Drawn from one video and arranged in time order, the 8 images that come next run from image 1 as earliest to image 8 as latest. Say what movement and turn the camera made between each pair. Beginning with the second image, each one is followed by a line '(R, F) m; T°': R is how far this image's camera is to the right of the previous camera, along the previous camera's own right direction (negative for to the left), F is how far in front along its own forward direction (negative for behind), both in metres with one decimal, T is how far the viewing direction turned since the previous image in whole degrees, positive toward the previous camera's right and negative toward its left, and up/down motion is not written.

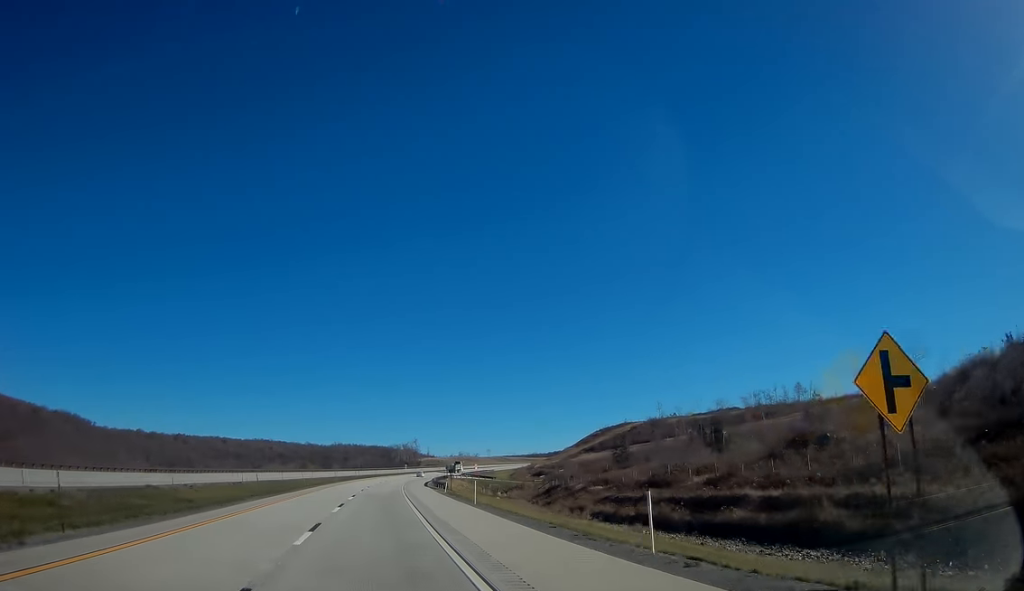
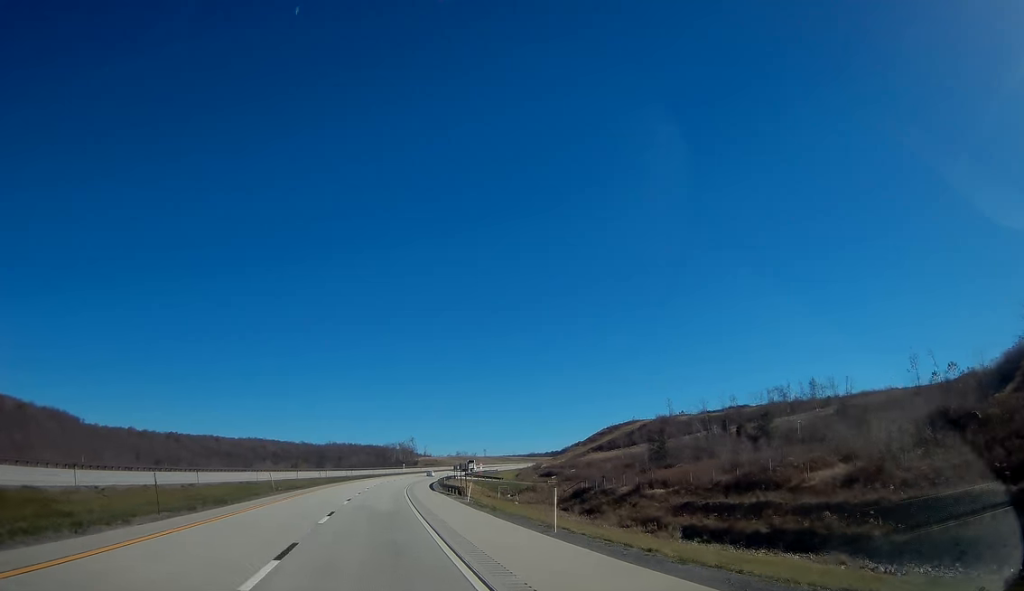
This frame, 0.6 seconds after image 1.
(-0.1, +18.2) m; 0°
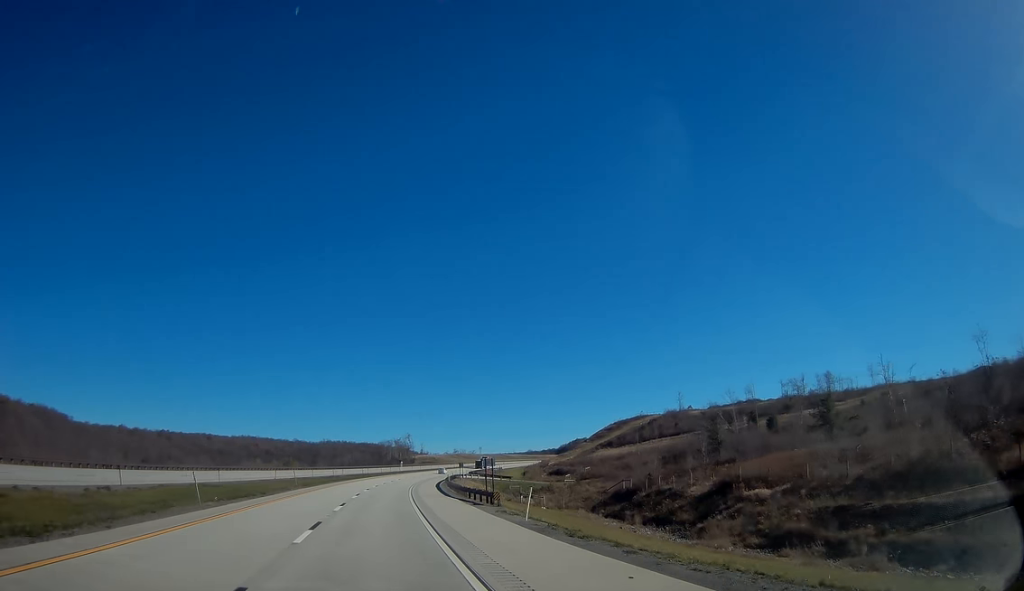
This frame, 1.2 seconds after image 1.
(0.0, +18.1) m; 0°
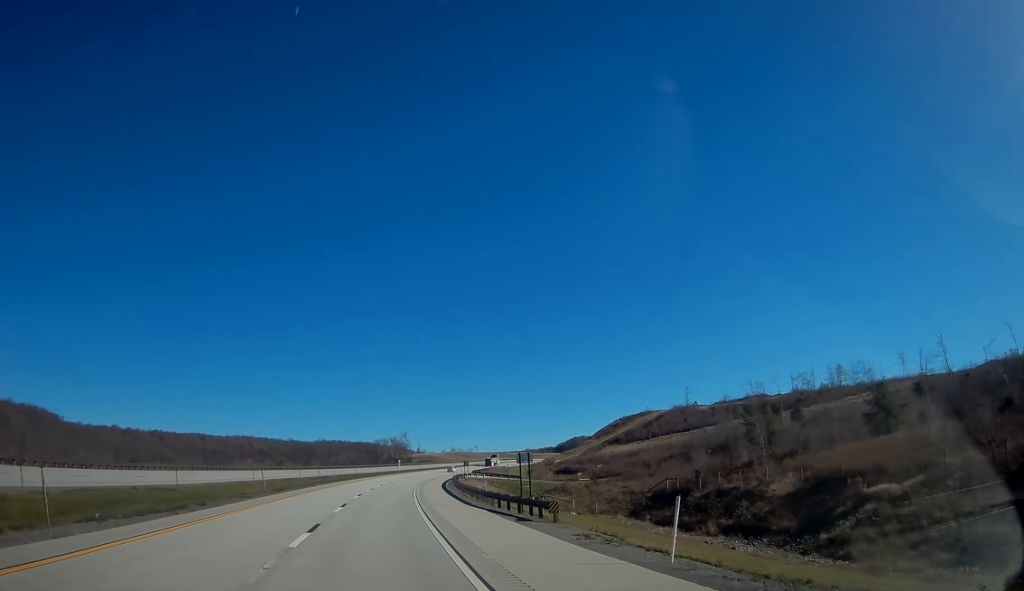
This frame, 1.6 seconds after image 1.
(0.0, +13.1) m; 0°
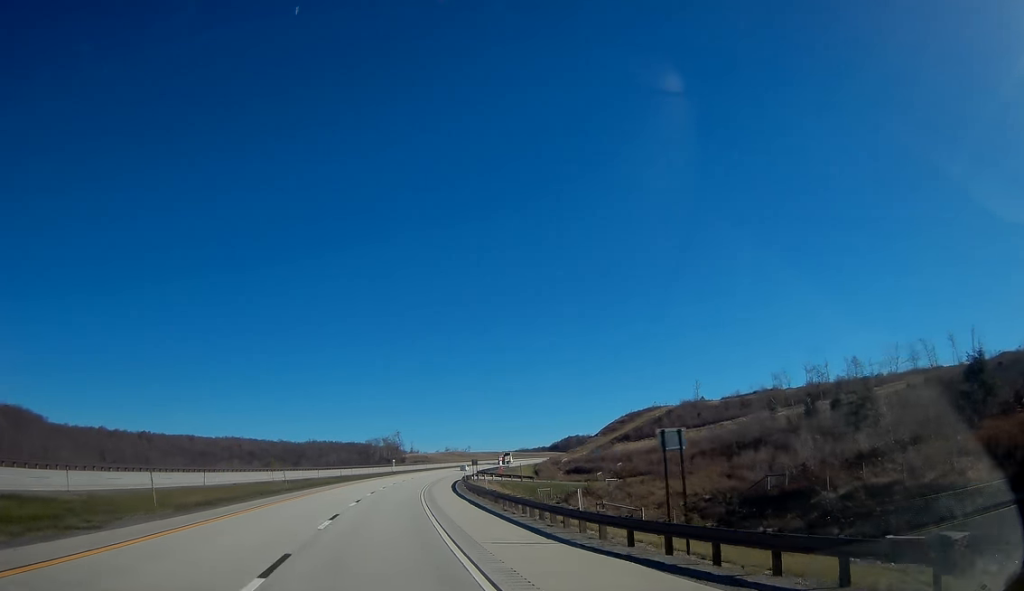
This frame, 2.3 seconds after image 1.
(+0.1, +19.1) m; +1°
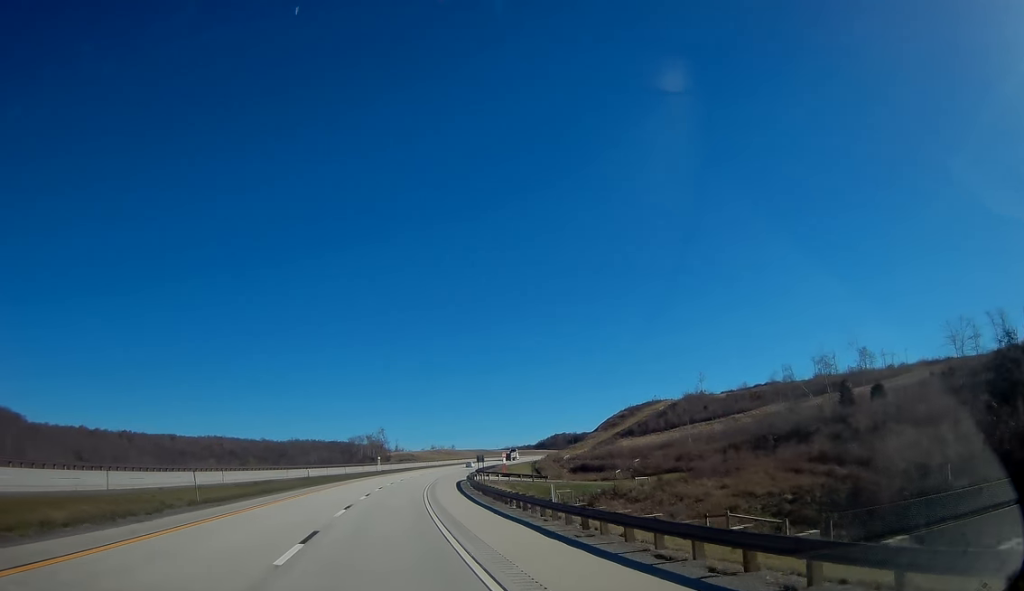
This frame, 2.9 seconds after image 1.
(+0.2, +19.1) m; +1°
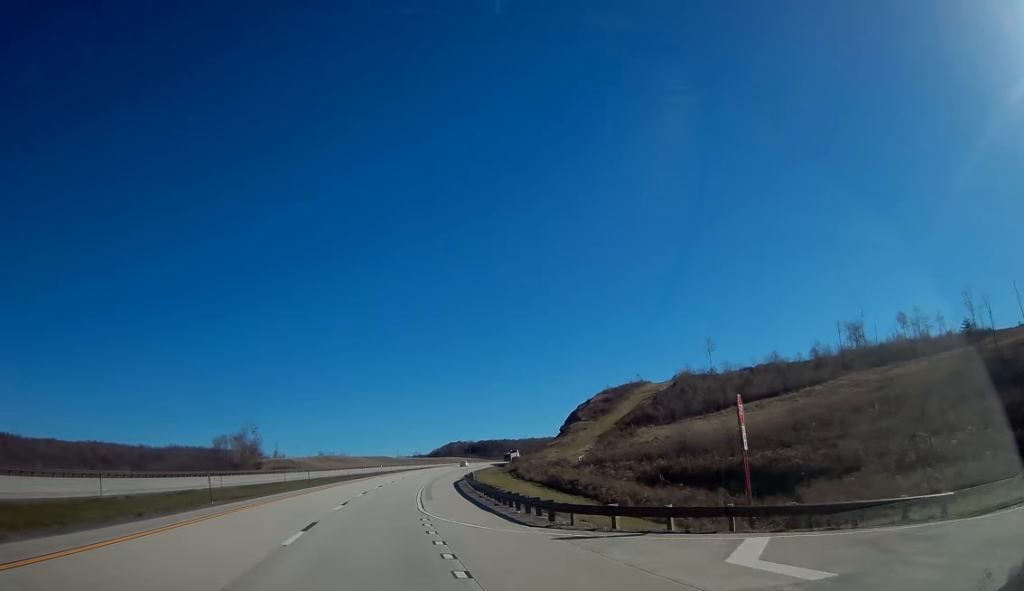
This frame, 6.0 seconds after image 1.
(+7.0, +93.2) m; +9°
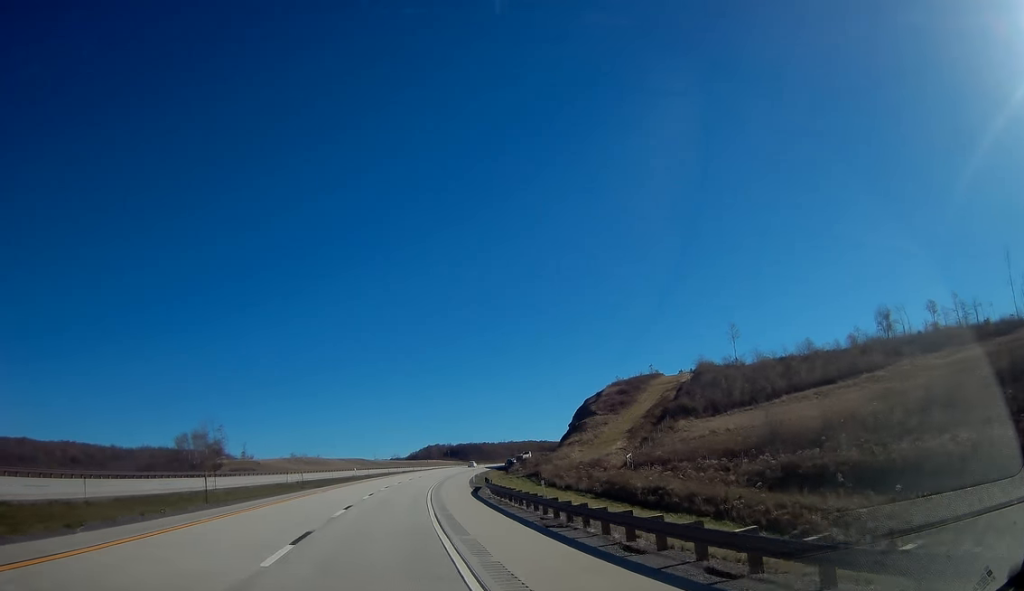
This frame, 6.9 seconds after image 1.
(+0.8, +27.1) m; +3°
